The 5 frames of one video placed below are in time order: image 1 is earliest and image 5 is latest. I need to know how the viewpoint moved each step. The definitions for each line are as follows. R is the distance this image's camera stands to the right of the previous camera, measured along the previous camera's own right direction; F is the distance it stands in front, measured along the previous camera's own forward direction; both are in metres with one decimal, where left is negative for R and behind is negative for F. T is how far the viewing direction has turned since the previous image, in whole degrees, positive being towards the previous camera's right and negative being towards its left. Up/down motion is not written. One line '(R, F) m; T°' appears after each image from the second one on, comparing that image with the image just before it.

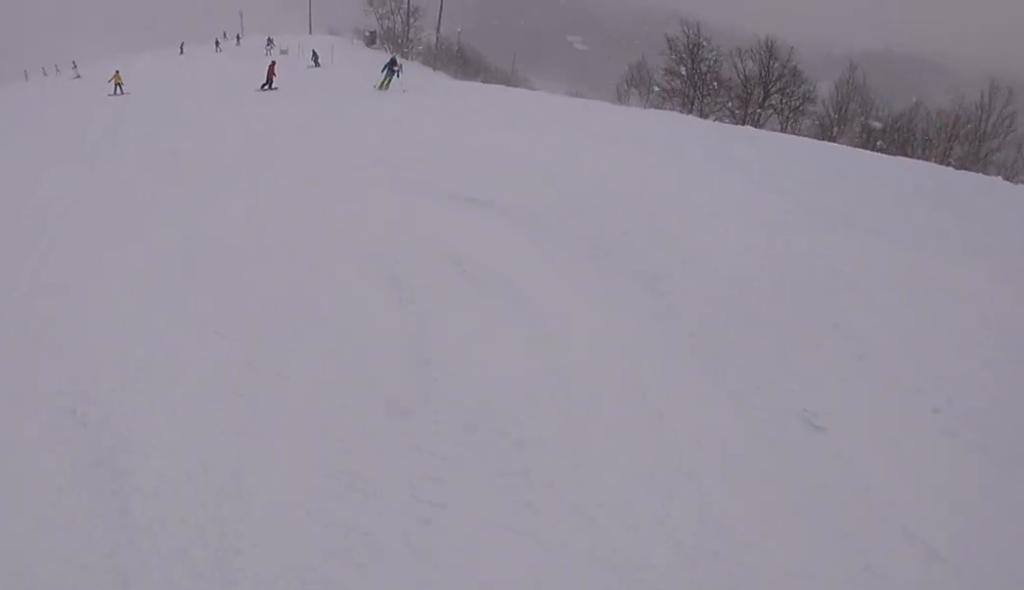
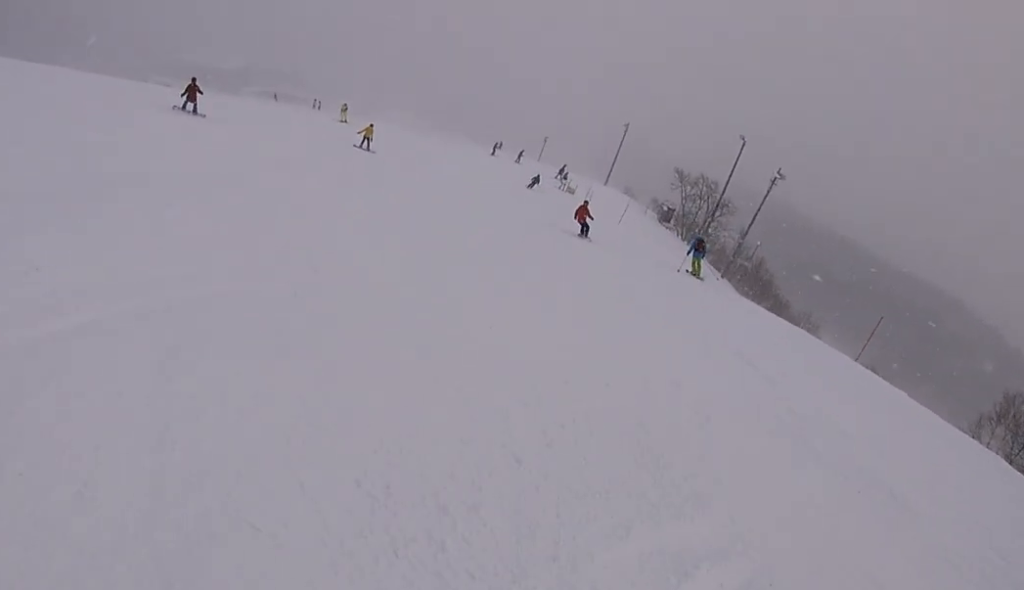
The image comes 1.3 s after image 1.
(-2.0, +11.1) m; -15°
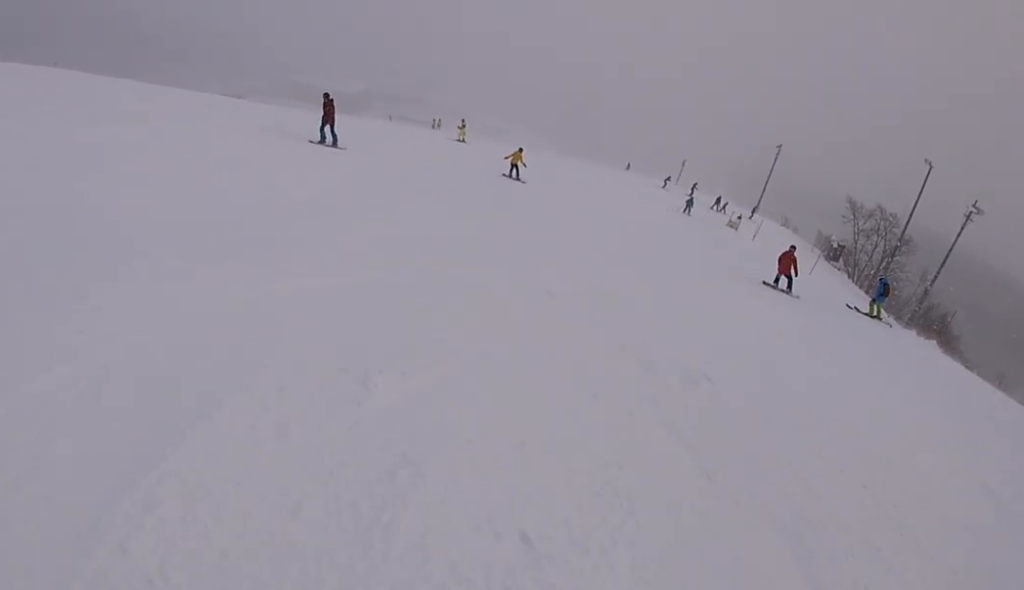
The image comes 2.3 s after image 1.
(-0.7, +8.7) m; -6°
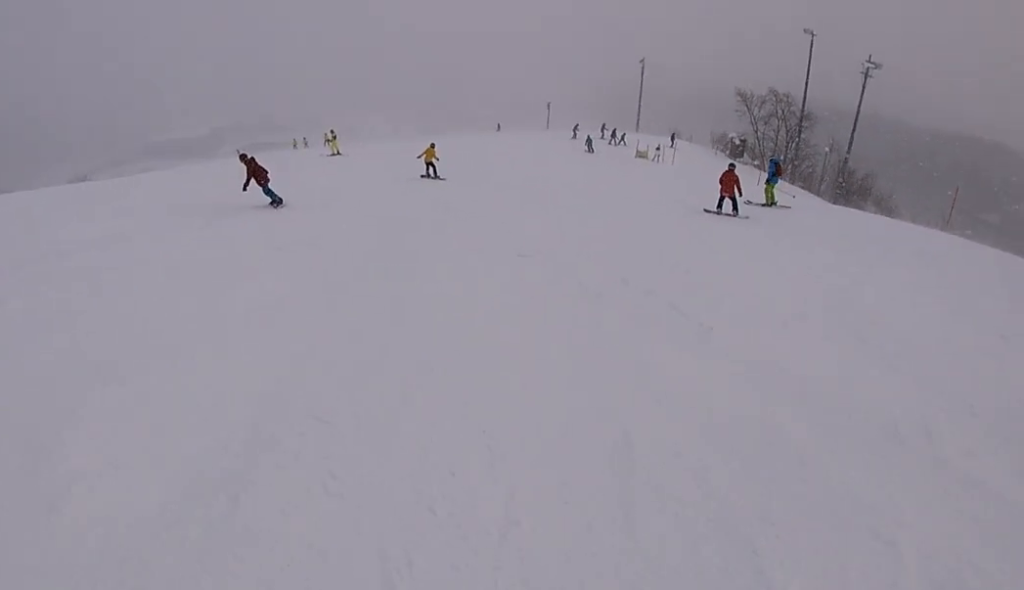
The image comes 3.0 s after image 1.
(-0.3, +6.0) m; +1°
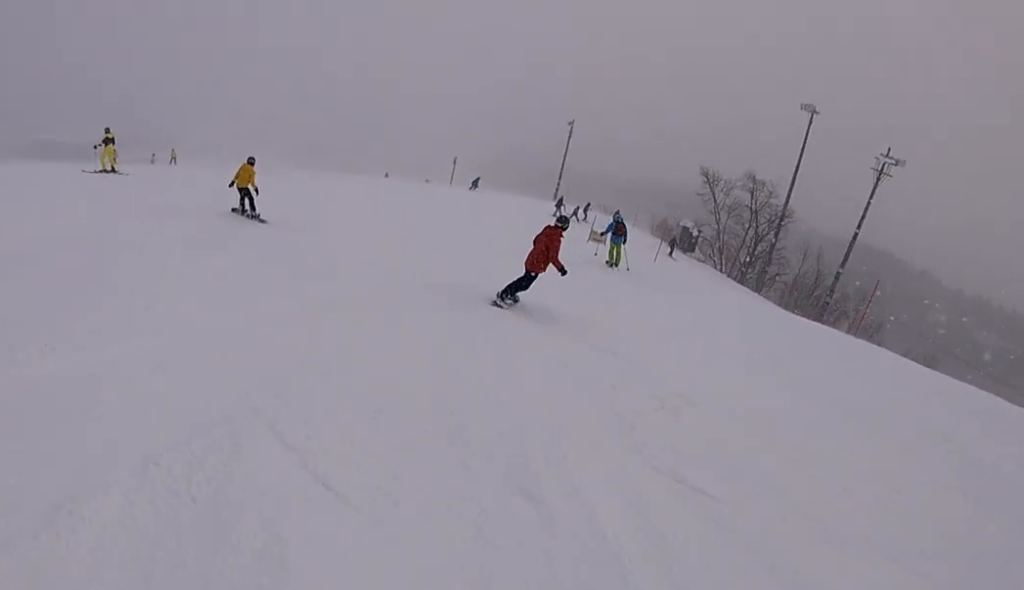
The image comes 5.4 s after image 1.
(+4.5, +17.8) m; +17°
